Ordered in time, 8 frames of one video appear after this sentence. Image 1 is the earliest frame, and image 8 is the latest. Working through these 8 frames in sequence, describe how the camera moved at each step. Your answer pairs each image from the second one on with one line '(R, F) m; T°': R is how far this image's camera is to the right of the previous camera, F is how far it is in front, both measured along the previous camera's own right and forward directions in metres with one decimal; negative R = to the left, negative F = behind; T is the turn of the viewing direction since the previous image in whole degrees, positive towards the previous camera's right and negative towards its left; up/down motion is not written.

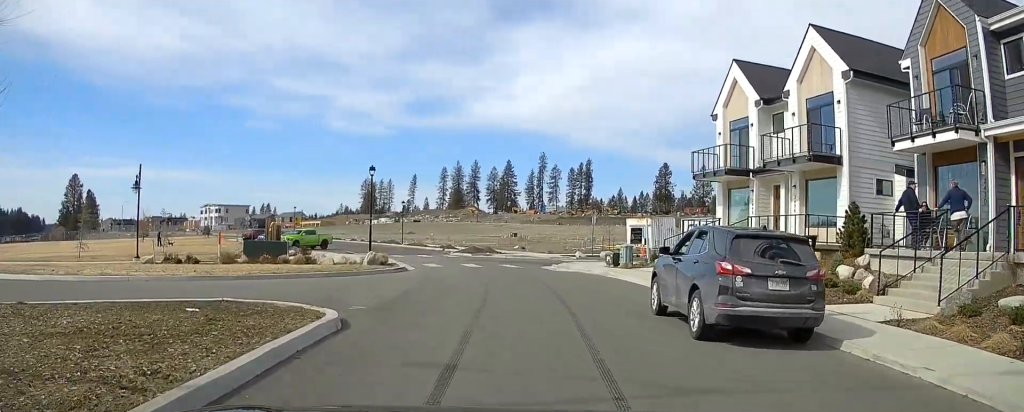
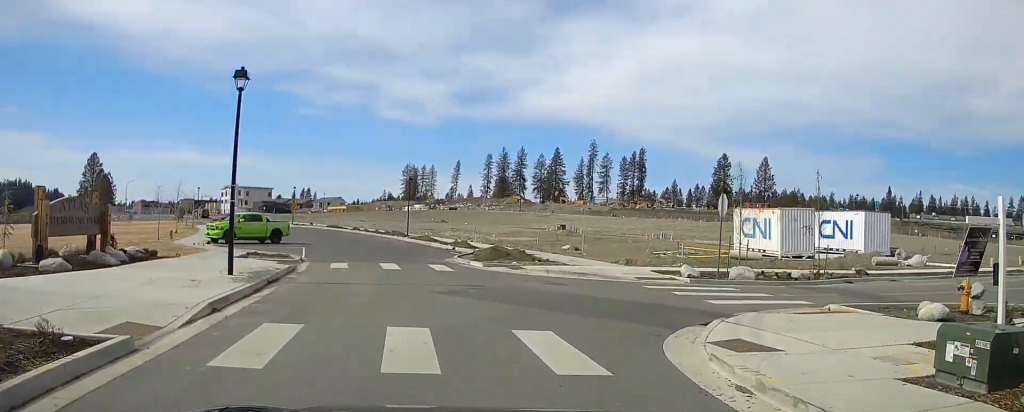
(-0.7, +20.3) m; +3°
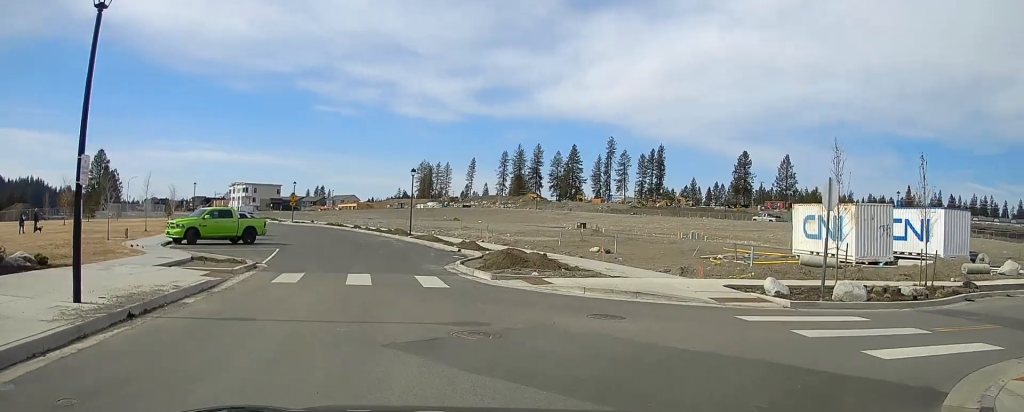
(+0.4, +6.2) m; +11°
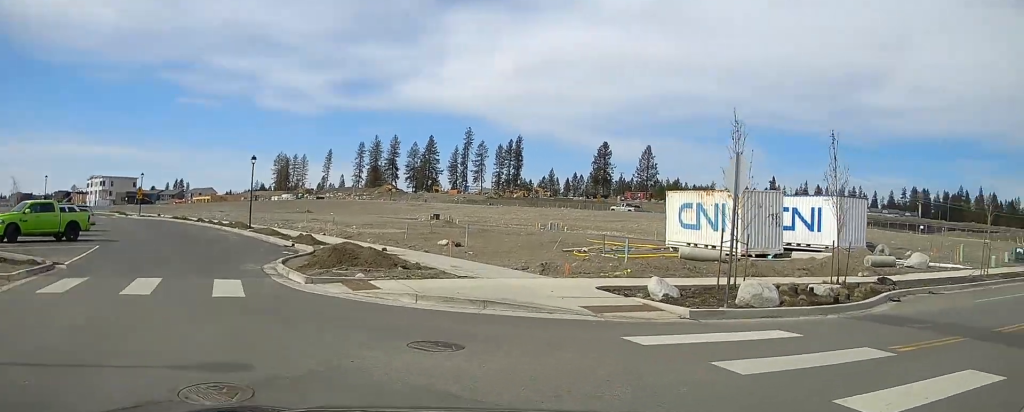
(+0.5, +3.2) m; +8°
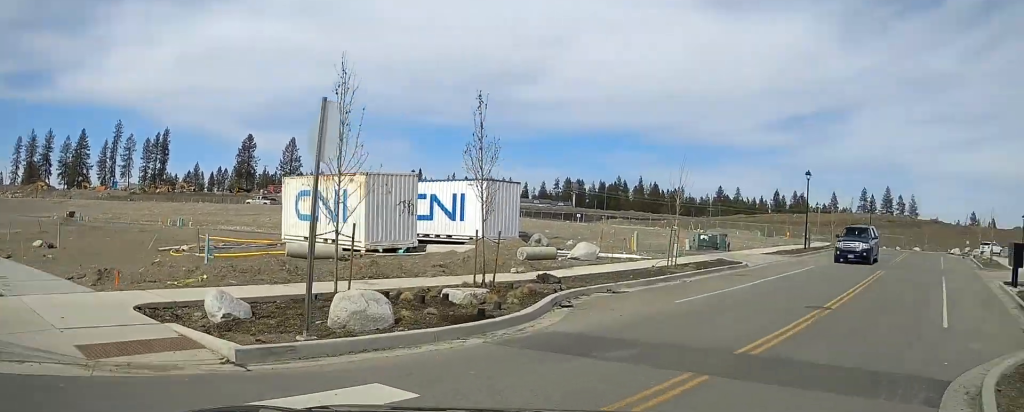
(+0.3, +4.1) m; +13°
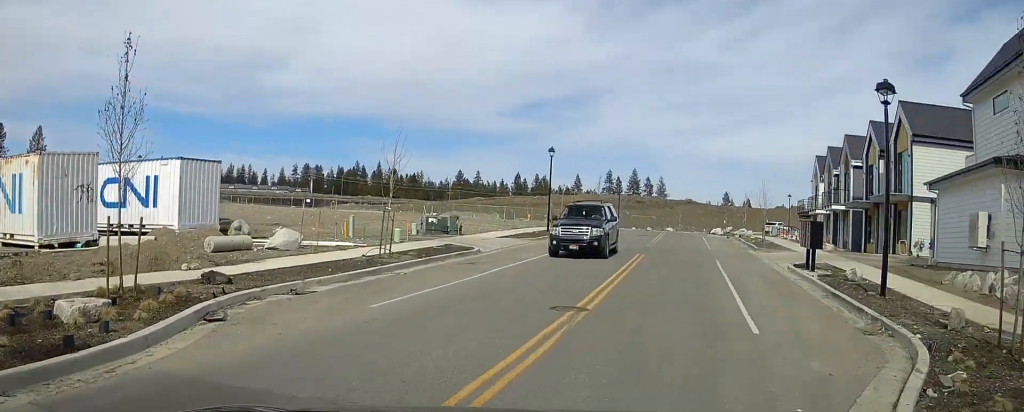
(-0.5, +3.6) m; +12°
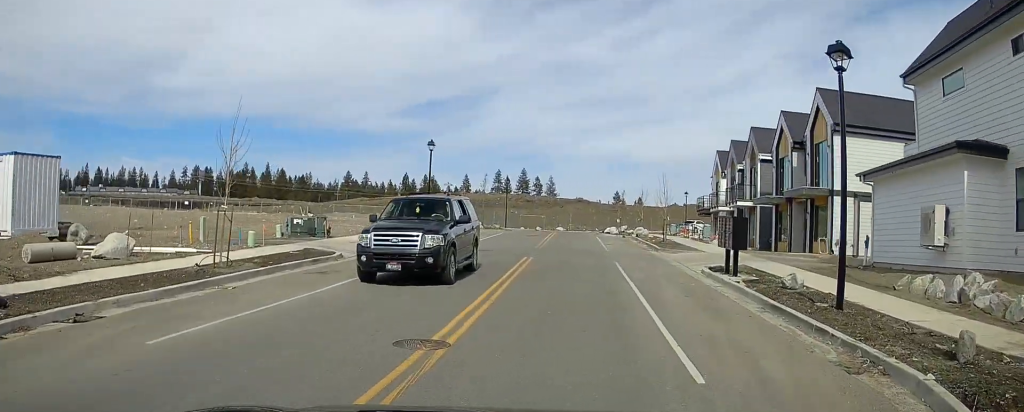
(+0.8, +3.0) m; +10°
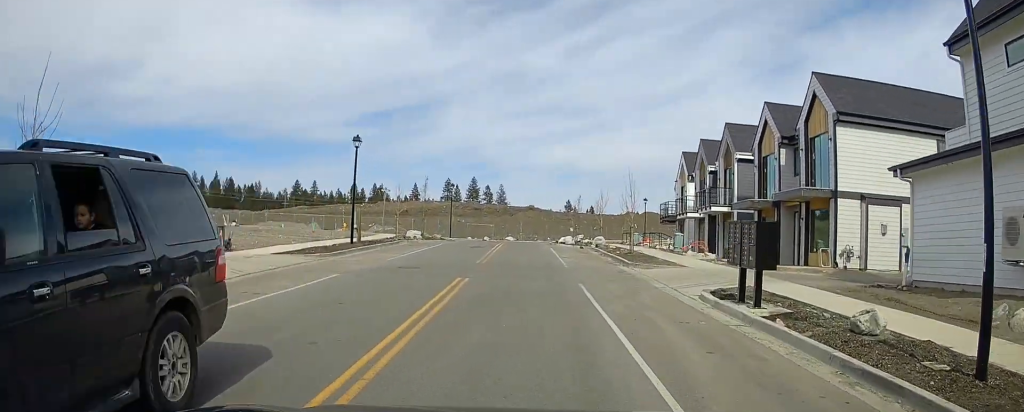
(+1.2, +4.6) m; +15°
